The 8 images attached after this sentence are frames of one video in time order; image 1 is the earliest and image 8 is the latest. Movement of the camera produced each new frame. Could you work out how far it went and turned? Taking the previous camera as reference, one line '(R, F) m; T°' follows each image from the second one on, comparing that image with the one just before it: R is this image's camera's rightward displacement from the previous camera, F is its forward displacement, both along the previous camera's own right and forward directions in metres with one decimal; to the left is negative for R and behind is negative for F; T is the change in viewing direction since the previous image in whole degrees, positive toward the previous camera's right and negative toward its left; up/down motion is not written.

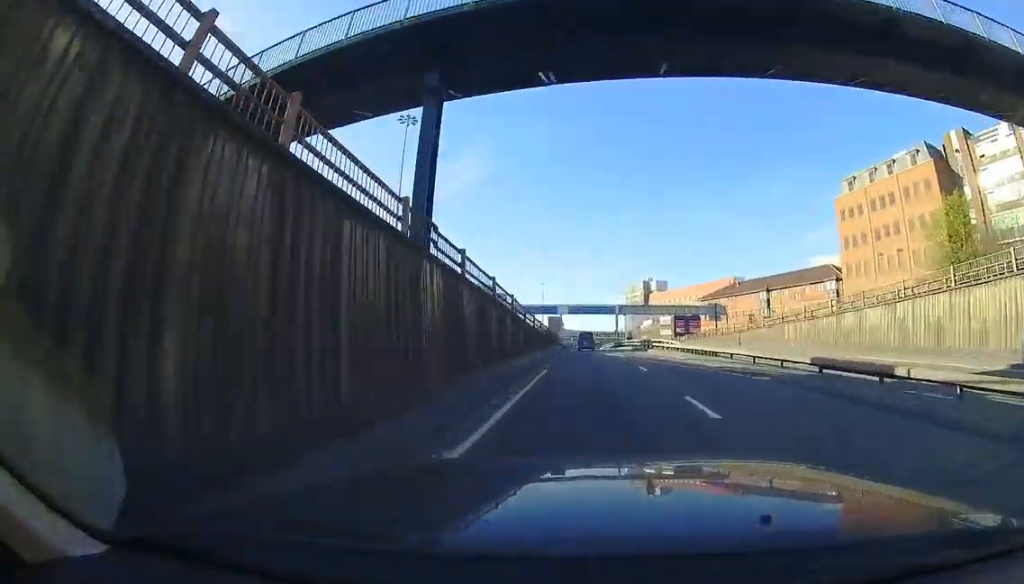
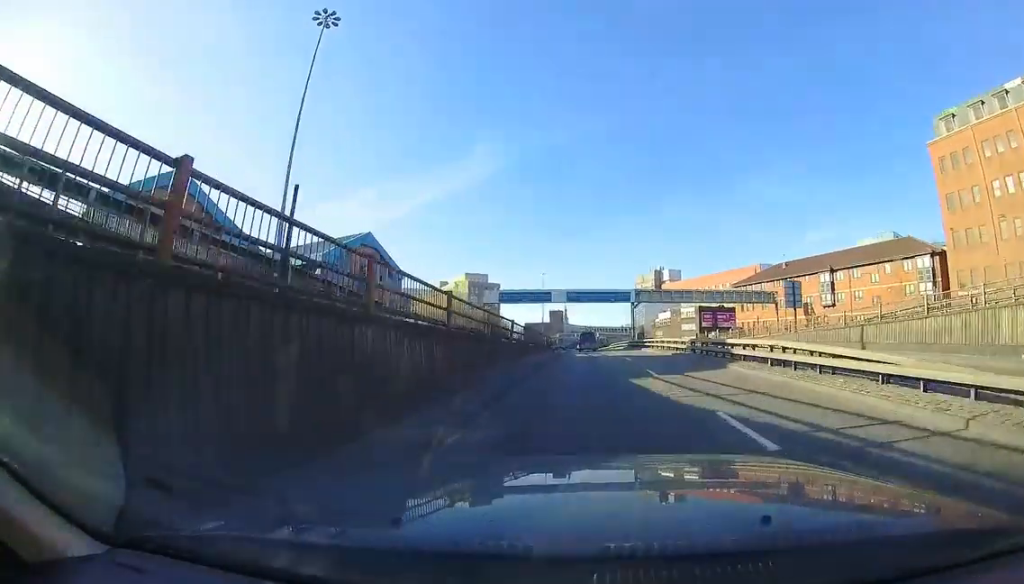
(0.0, +18.2) m; 0°
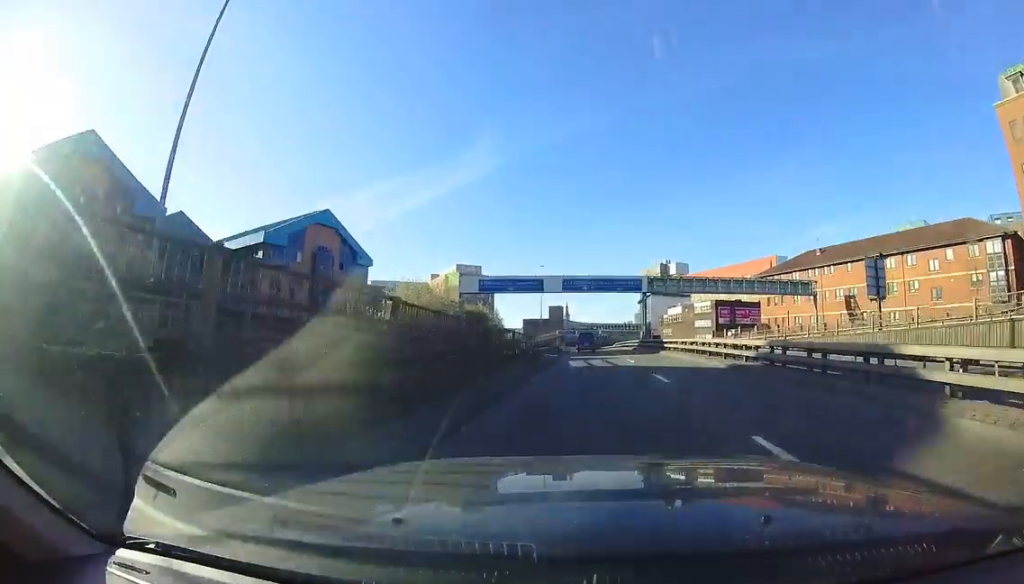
(0.0, +9.7) m; 0°
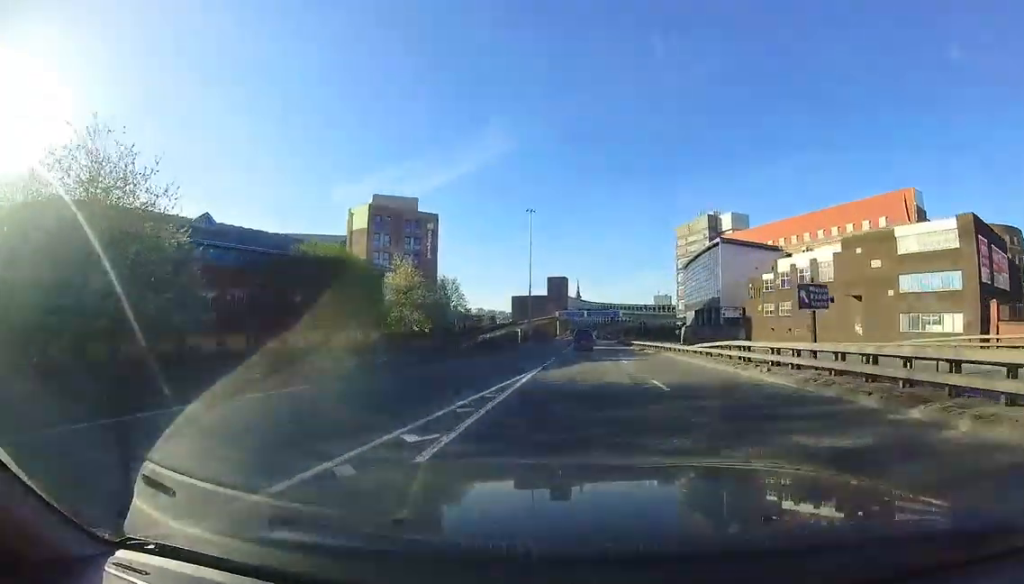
(-1.4, +51.3) m; -2°
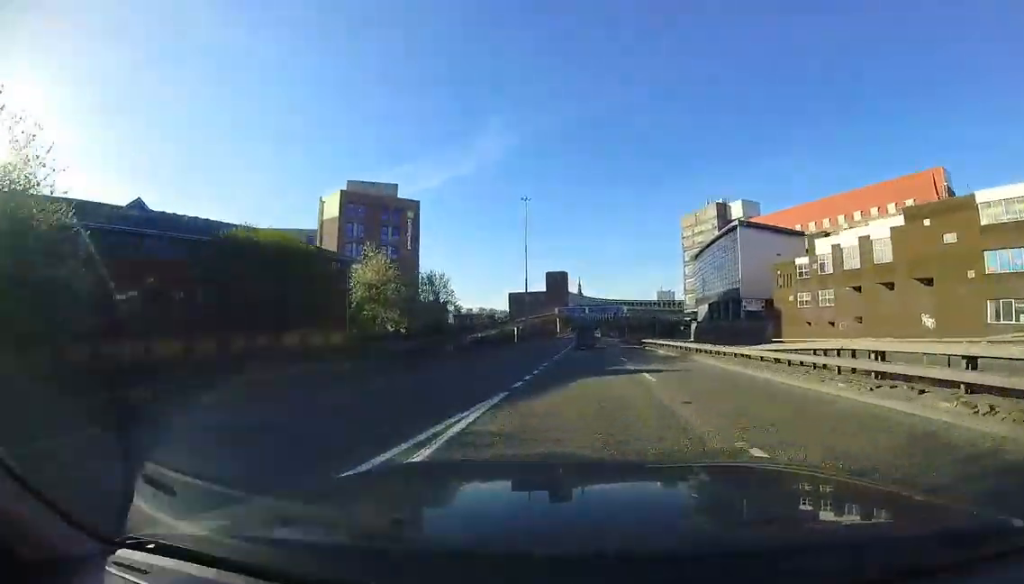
(0.0, +7.8) m; 0°
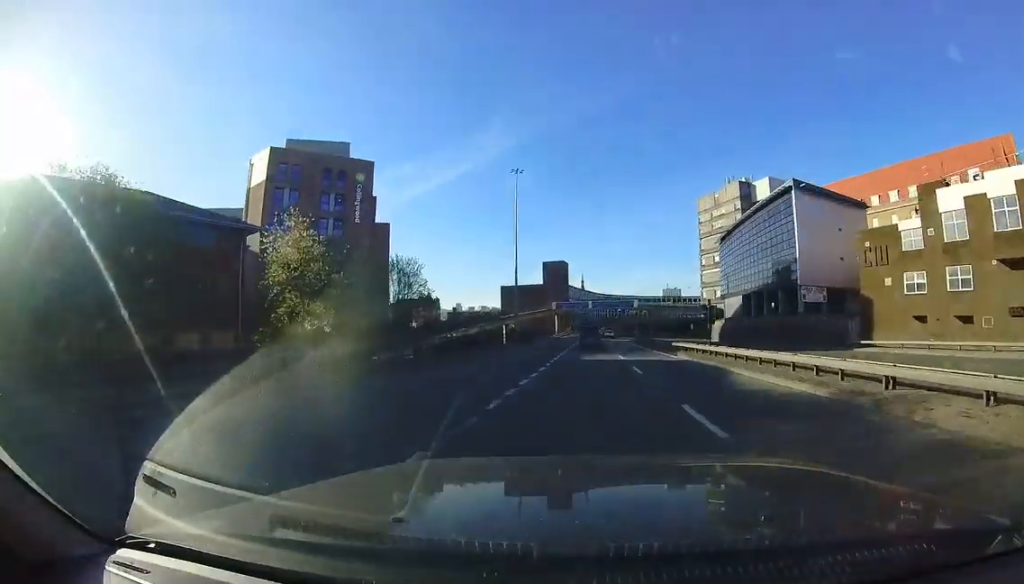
(-0.1, +15.1) m; +1°
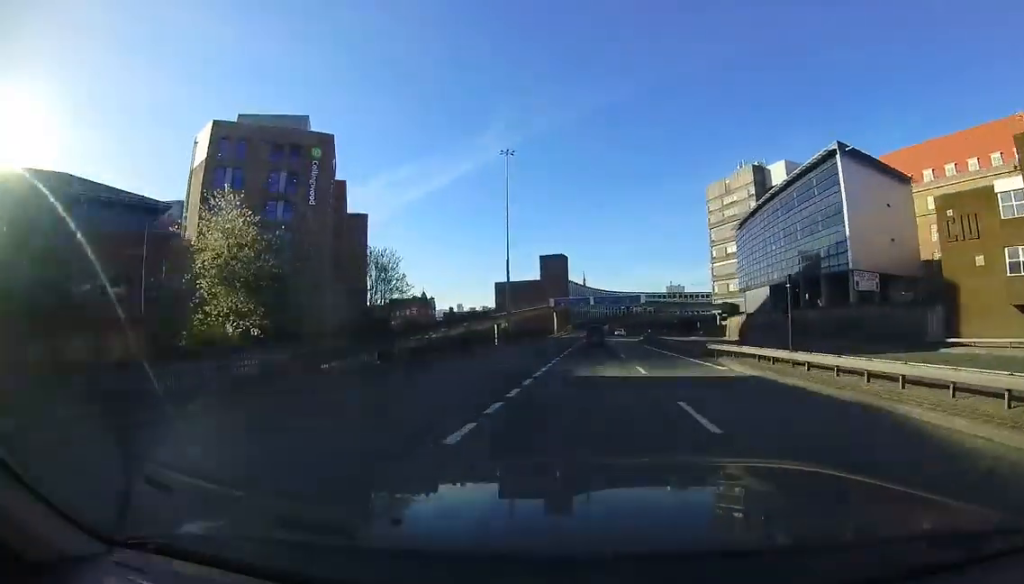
(+0.3, +8.6) m; 0°
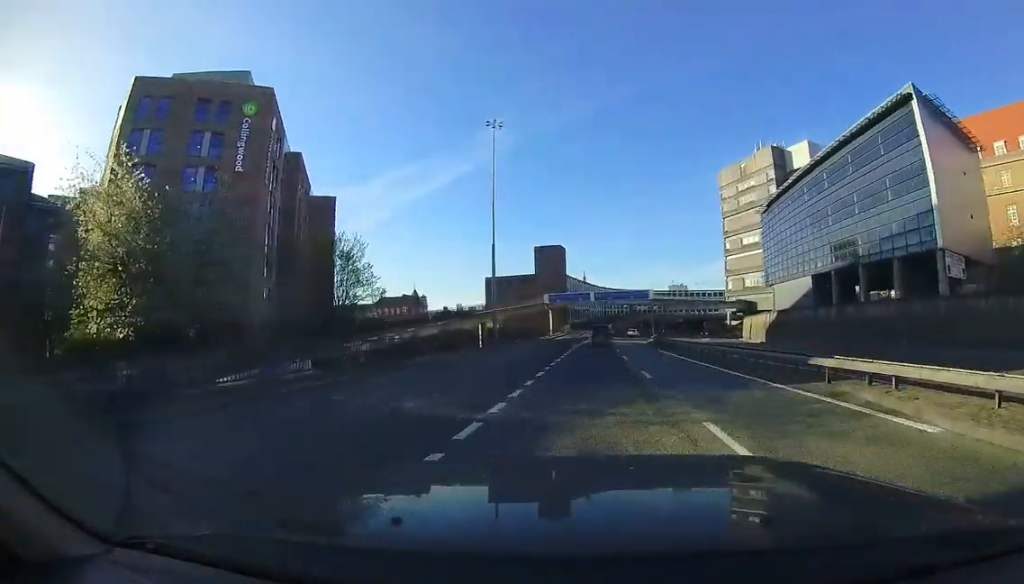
(+0.2, +9.9) m; 0°
